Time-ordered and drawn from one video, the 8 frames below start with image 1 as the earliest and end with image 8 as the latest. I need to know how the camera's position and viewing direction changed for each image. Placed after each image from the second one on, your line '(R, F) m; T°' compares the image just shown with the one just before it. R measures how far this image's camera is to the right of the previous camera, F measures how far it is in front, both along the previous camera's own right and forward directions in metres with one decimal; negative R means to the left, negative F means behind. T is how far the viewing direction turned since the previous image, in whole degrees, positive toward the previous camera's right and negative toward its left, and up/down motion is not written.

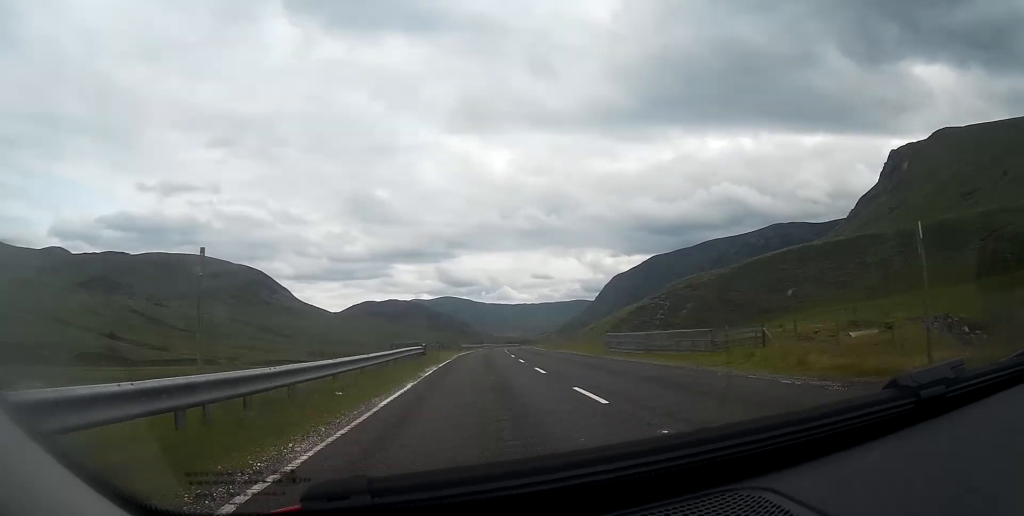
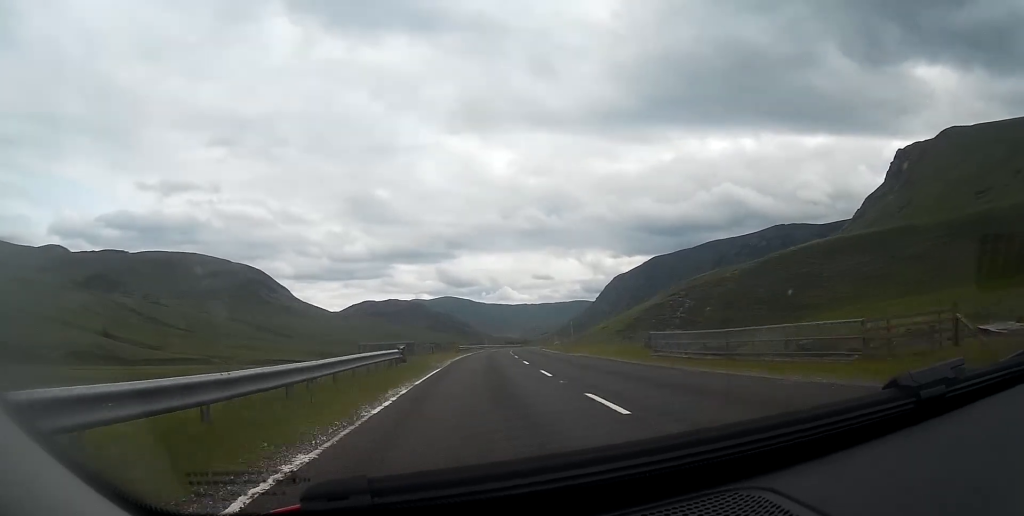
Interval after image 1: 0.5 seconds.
(0.0, +9.9) m; 0°
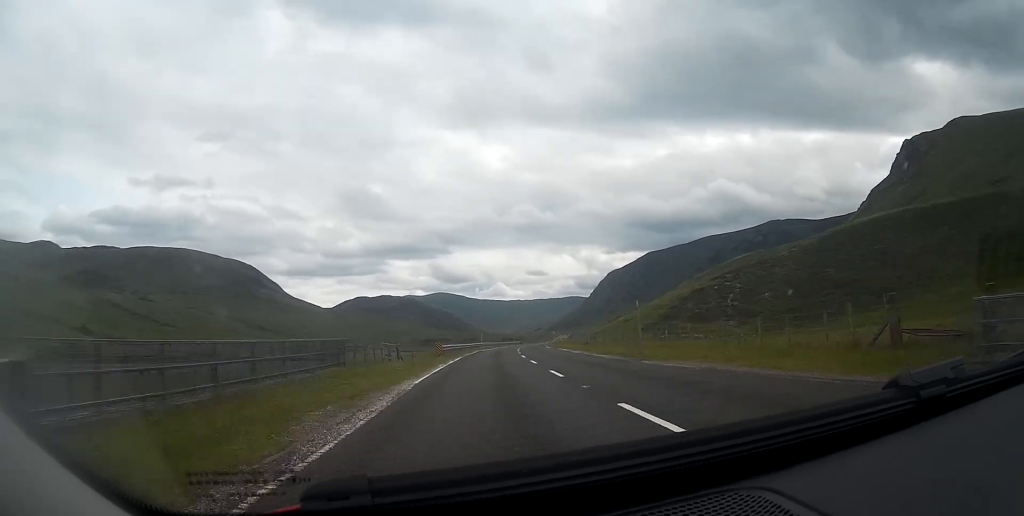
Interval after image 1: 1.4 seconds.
(0.0, +20.5) m; 0°
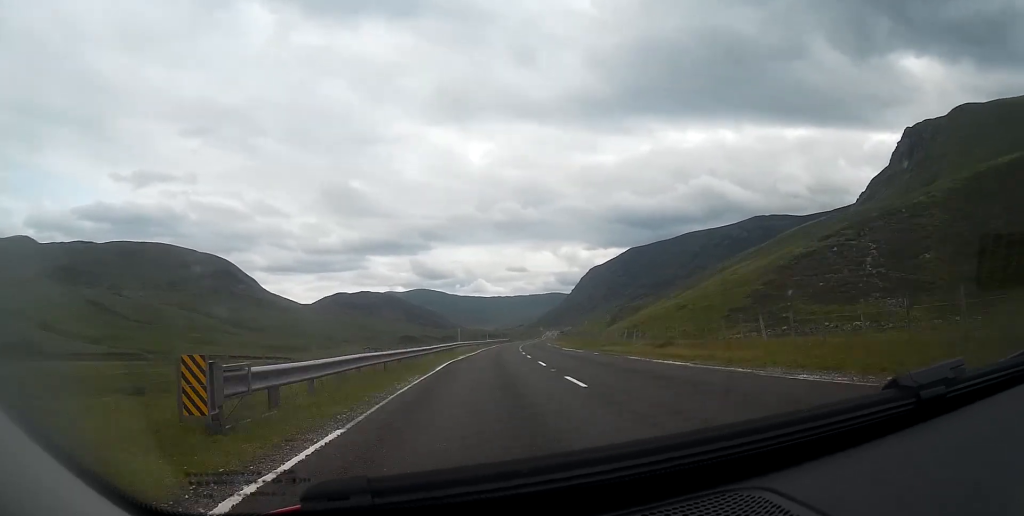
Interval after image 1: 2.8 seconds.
(+0.4, +29.6) m; +2°
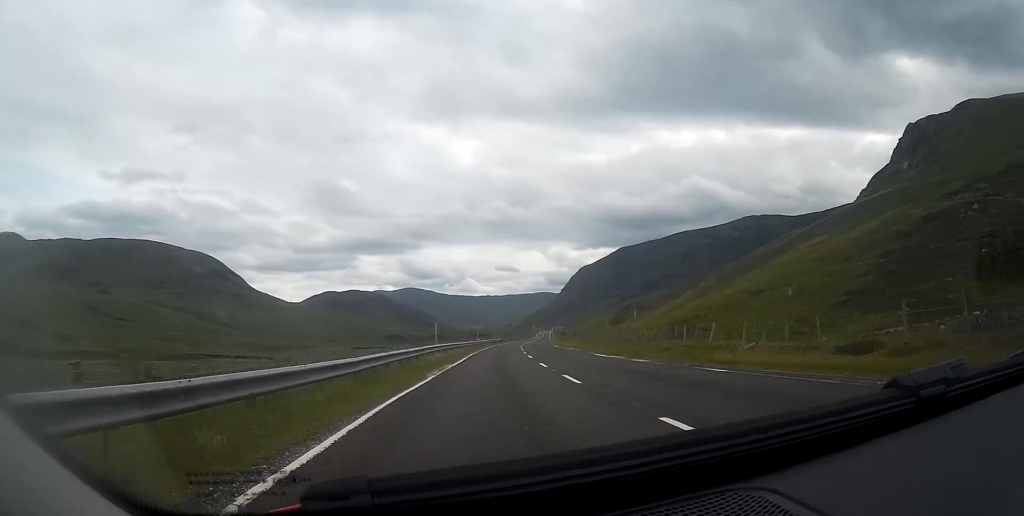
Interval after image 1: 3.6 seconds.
(+0.1, +16.9) m; +1°
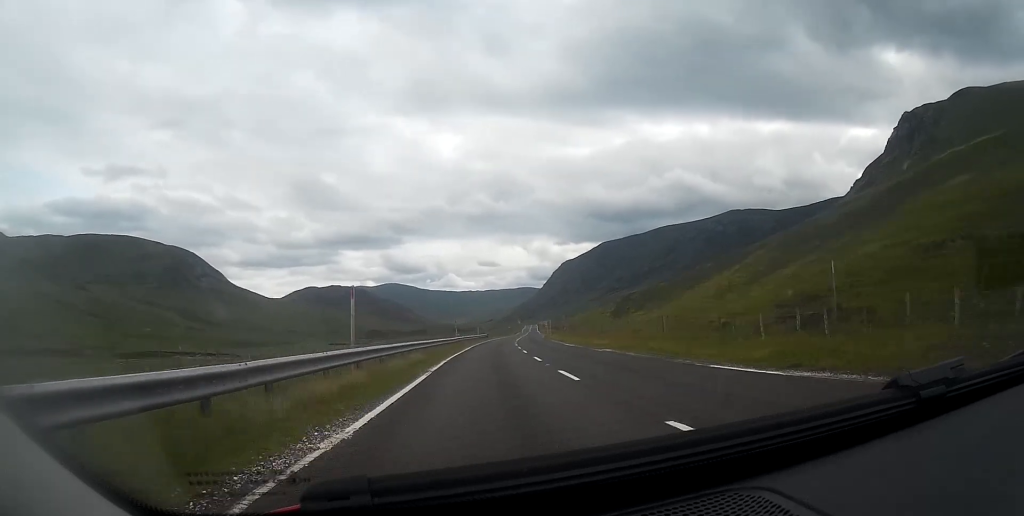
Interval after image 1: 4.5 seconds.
(+0.2, +18.4) m; +2°
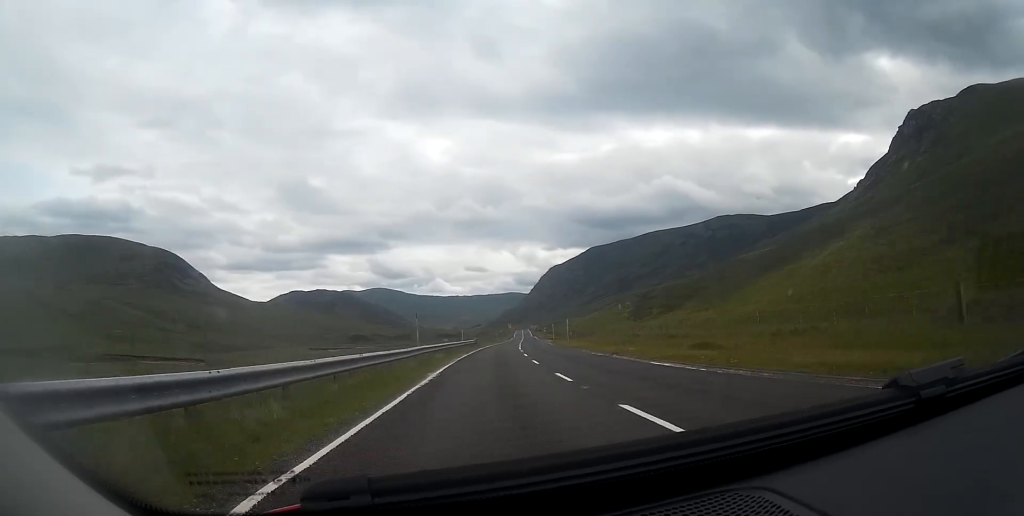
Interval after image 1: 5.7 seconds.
(+0.5, +24.9) m; +1°
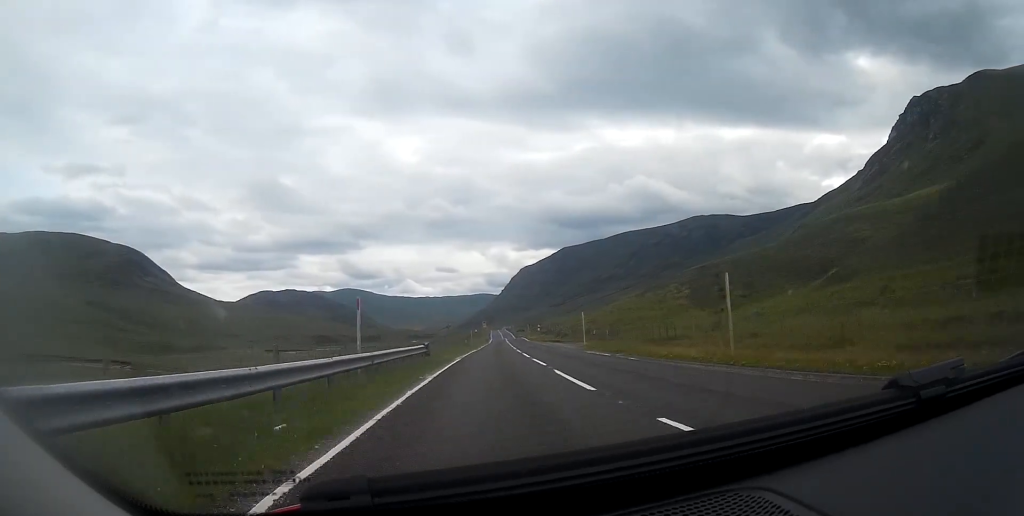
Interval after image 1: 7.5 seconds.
(+0.7, +39.2) m; +2°
